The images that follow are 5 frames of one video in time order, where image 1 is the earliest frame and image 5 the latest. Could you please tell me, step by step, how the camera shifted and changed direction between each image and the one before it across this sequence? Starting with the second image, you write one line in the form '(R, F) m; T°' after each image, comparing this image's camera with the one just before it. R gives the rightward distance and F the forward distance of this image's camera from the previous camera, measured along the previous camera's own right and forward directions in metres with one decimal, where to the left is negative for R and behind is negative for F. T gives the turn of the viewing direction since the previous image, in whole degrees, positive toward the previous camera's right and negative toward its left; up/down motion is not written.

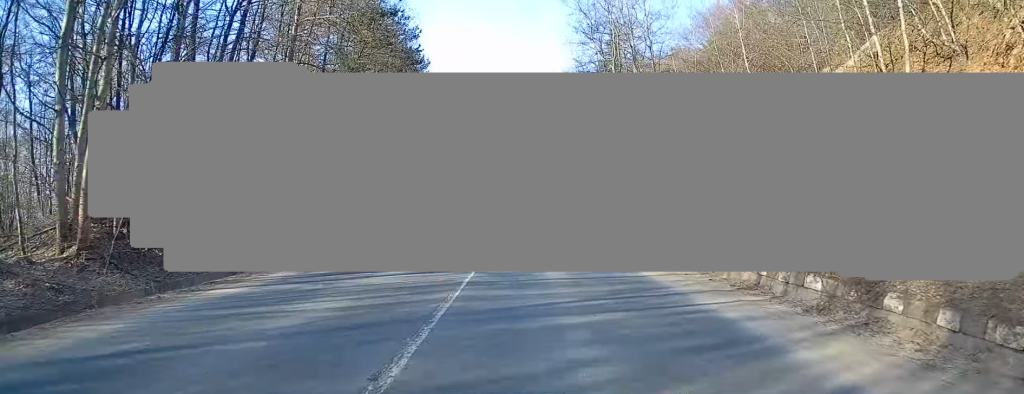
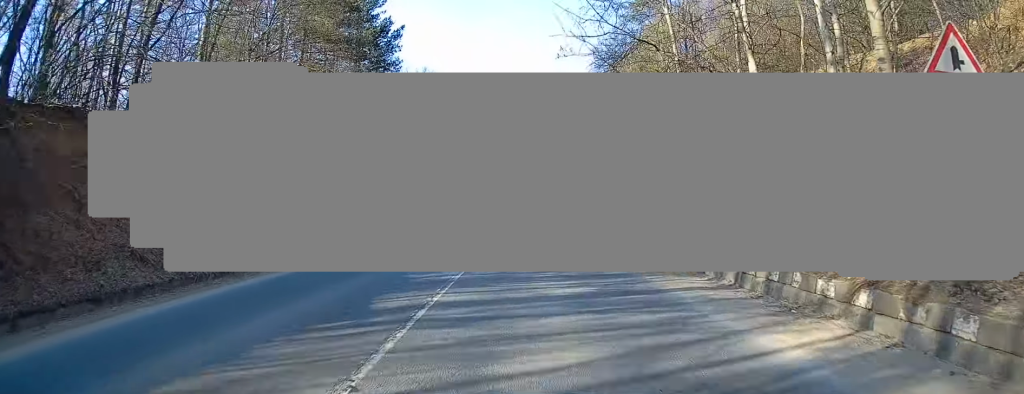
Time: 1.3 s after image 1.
(+0.7, +19.4) m; 0°
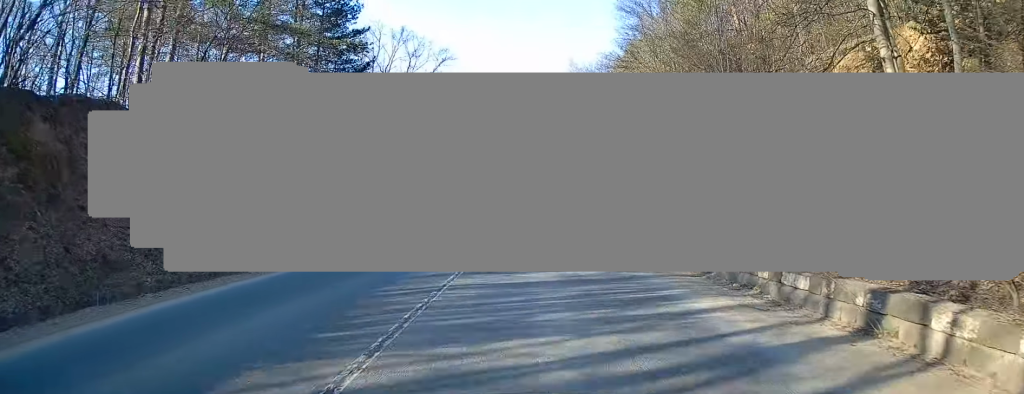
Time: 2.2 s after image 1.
(-0.4, +12.2) m; -1°
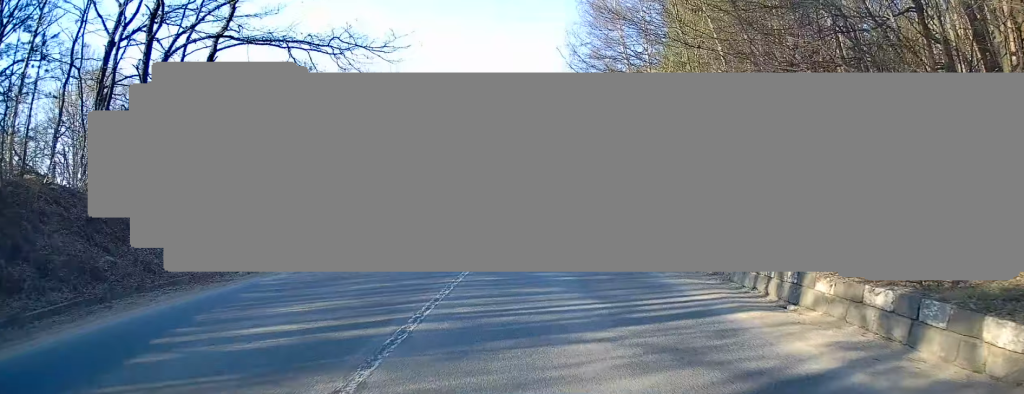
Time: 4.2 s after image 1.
(+0.1, +29.5) m; 0°
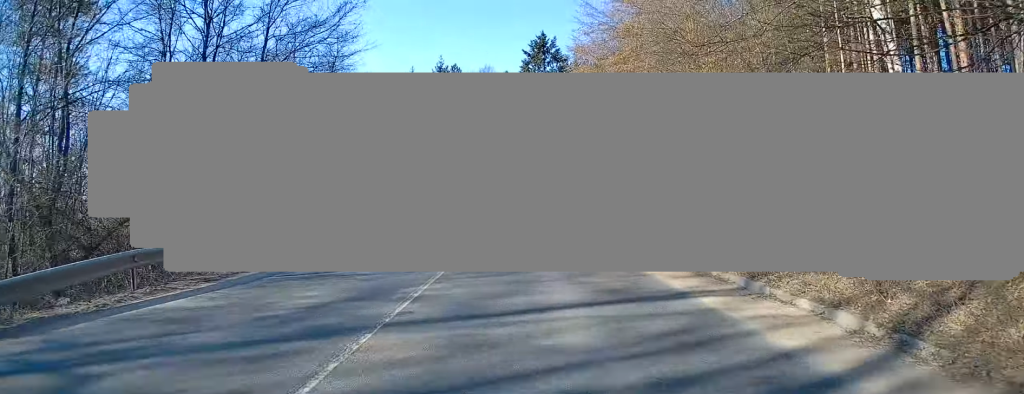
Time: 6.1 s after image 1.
(-0.1, +27.6) m; 0°
